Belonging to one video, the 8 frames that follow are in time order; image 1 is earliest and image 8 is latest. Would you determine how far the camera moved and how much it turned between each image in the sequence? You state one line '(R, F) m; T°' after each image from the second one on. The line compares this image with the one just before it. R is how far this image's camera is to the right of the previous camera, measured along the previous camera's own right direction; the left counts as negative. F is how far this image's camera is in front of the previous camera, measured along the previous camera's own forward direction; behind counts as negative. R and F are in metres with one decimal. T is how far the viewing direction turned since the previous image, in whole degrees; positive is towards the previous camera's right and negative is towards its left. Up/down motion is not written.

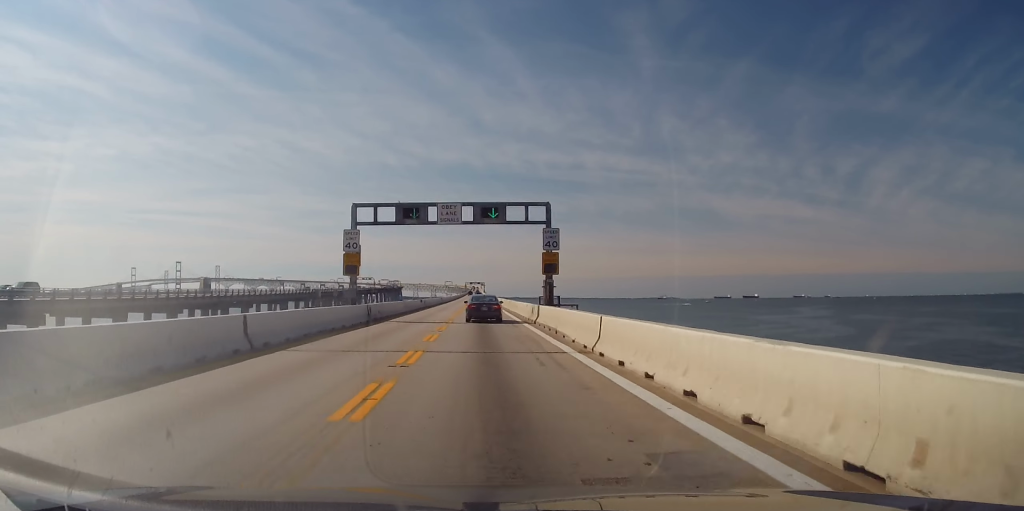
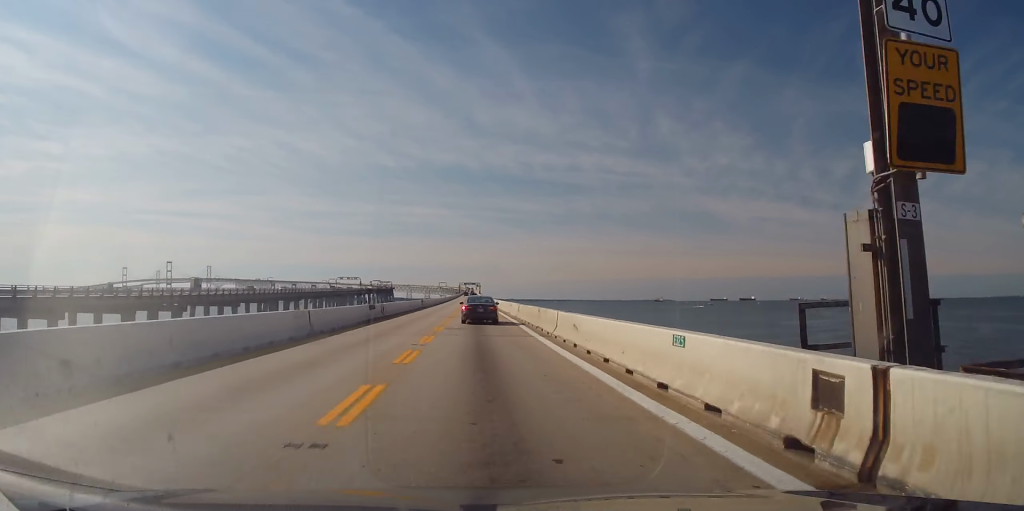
(+0.1, +30.7) m; 0°
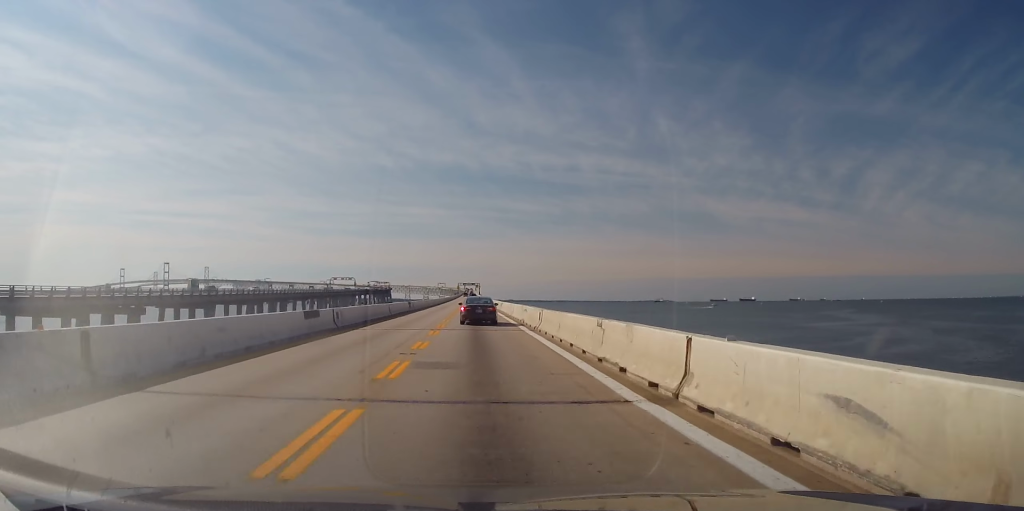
(-0.2, +14.4) m; 0°
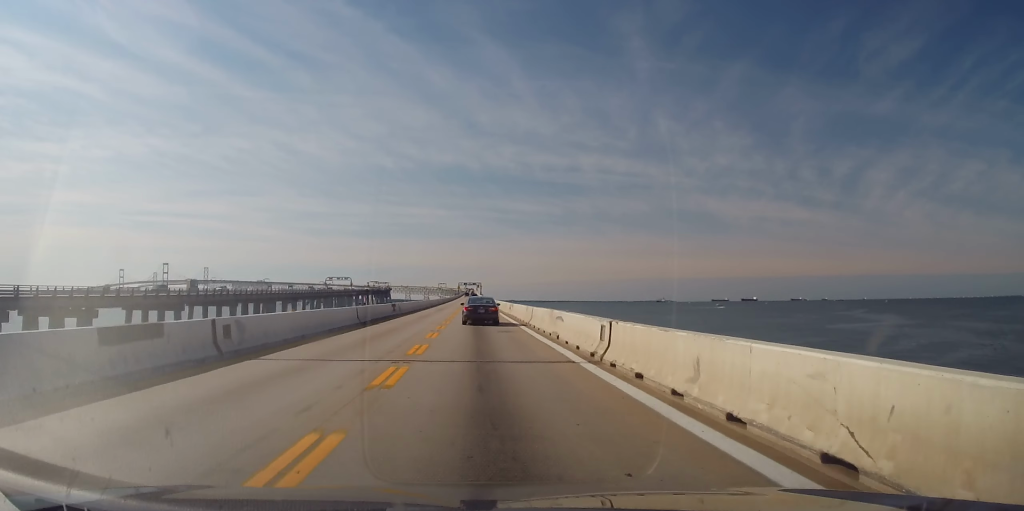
(+0.1, +13.4) m; 0°
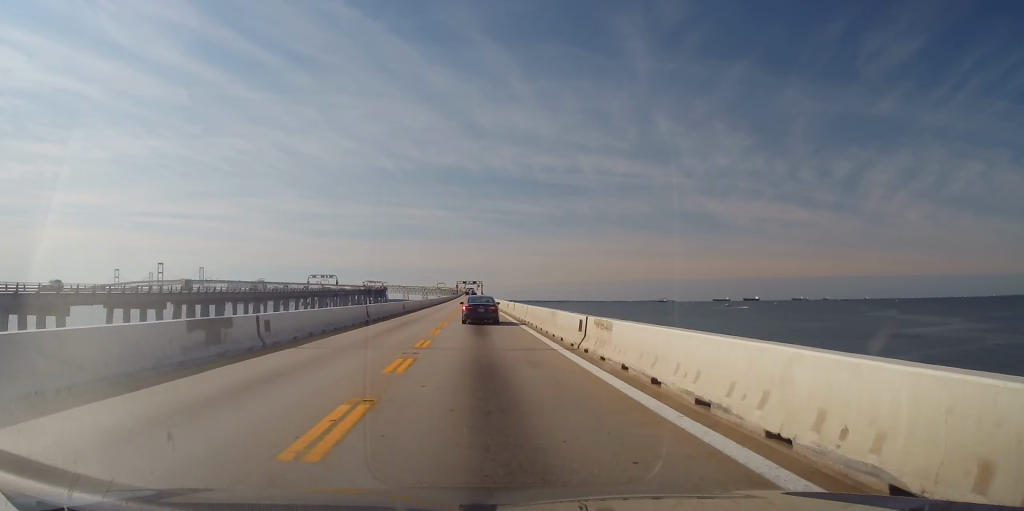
(-0.3, +34.4) m; -1°
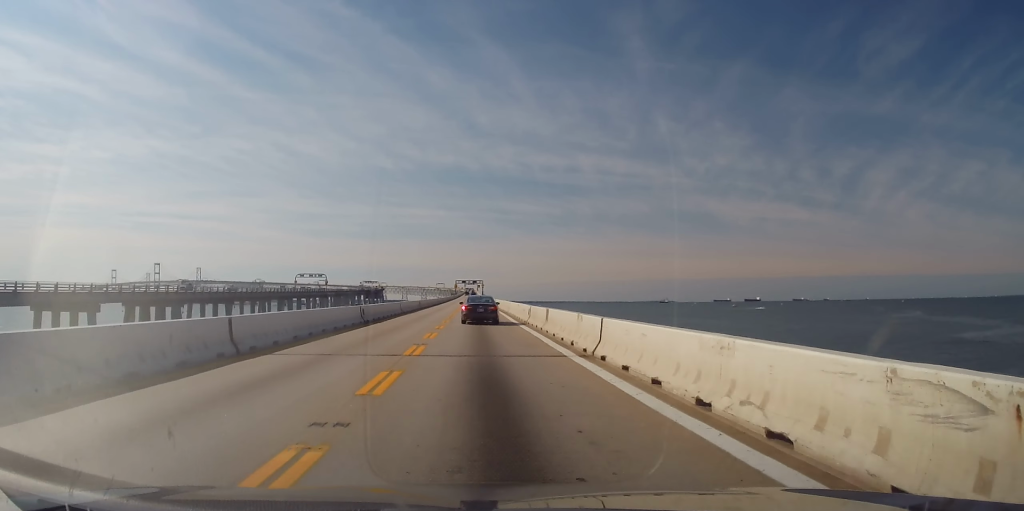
(+0.1, +20.9) m; +1°
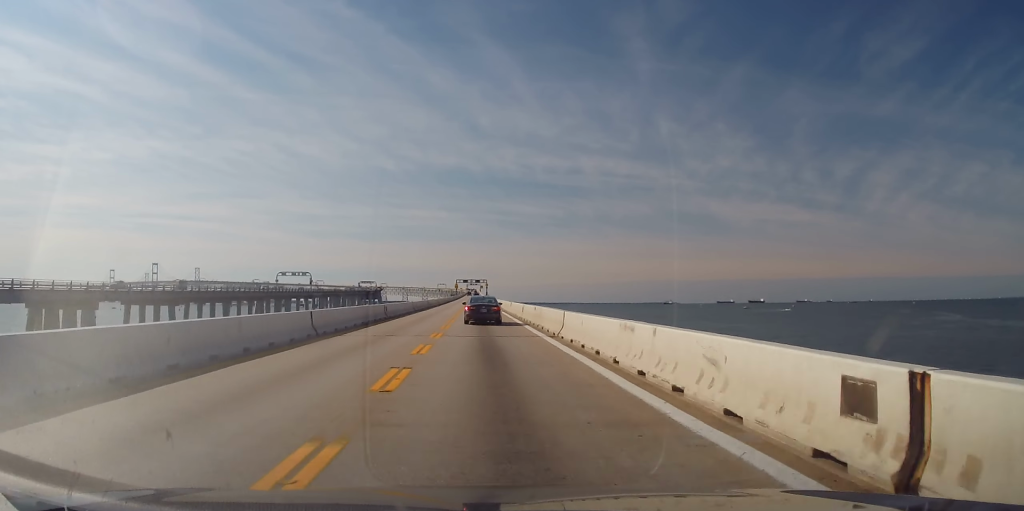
(+0.2, +29.9) m; +1°
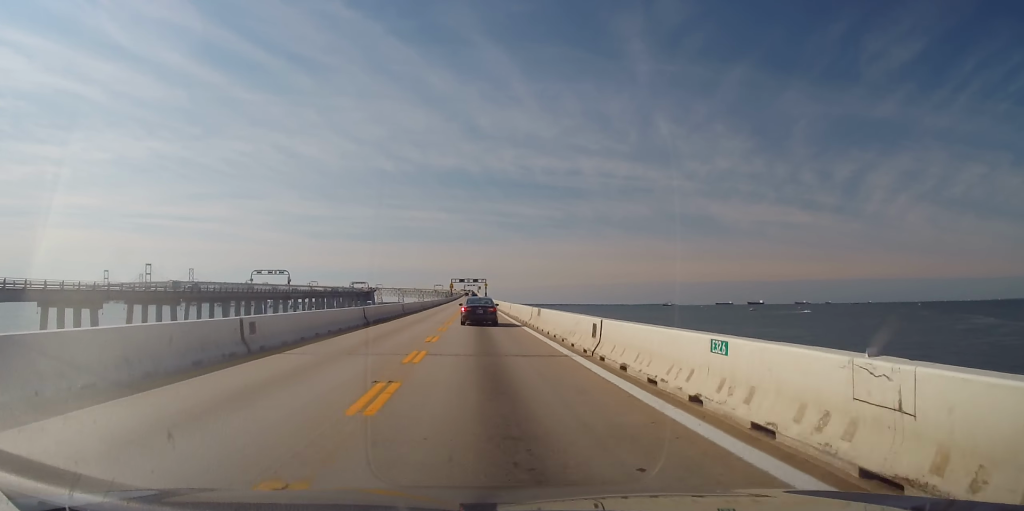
(0.0, +25.7) m; 0°
